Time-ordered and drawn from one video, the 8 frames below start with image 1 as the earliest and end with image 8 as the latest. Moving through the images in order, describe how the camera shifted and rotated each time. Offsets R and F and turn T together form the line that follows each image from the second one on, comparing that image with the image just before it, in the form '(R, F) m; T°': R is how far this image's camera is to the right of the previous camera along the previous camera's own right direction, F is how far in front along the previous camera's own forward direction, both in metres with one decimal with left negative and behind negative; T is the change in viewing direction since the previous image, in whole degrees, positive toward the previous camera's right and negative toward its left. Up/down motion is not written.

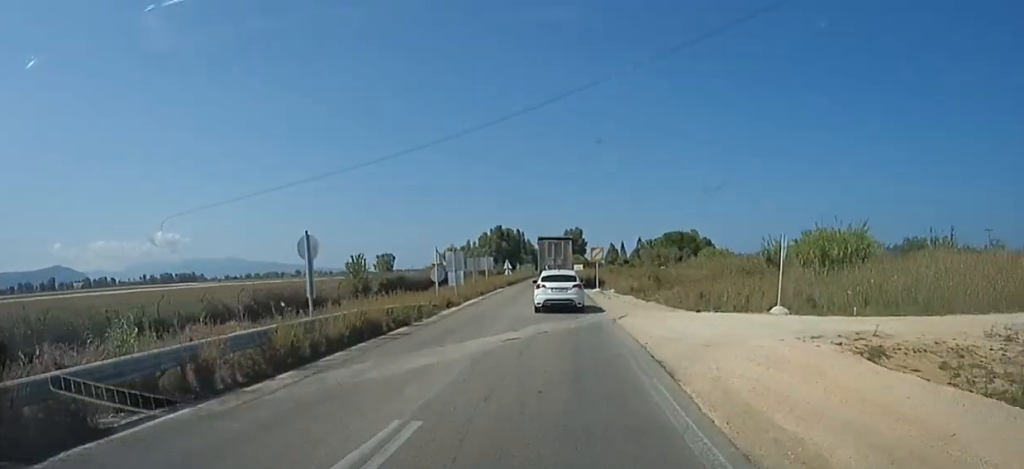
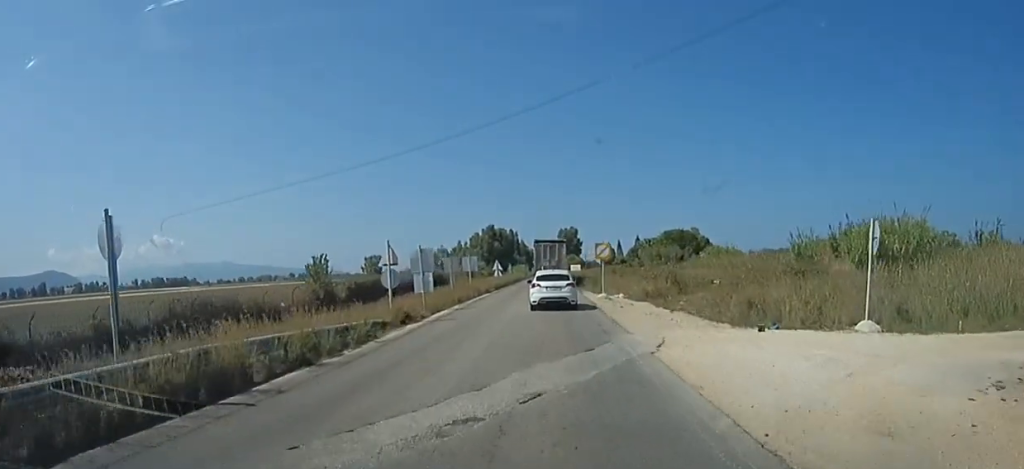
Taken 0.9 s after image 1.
(+0.5, +6.5) m; +4°
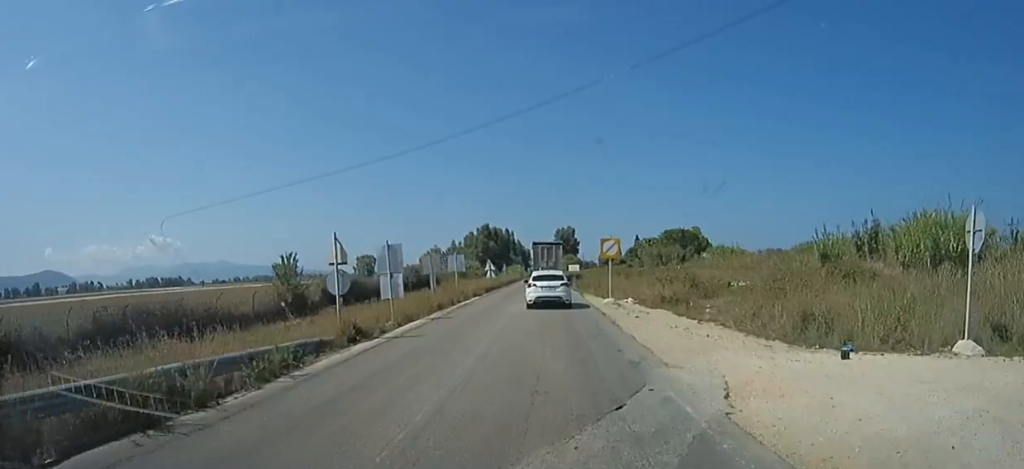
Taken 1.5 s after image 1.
(0.0, +4.3) m; 0°
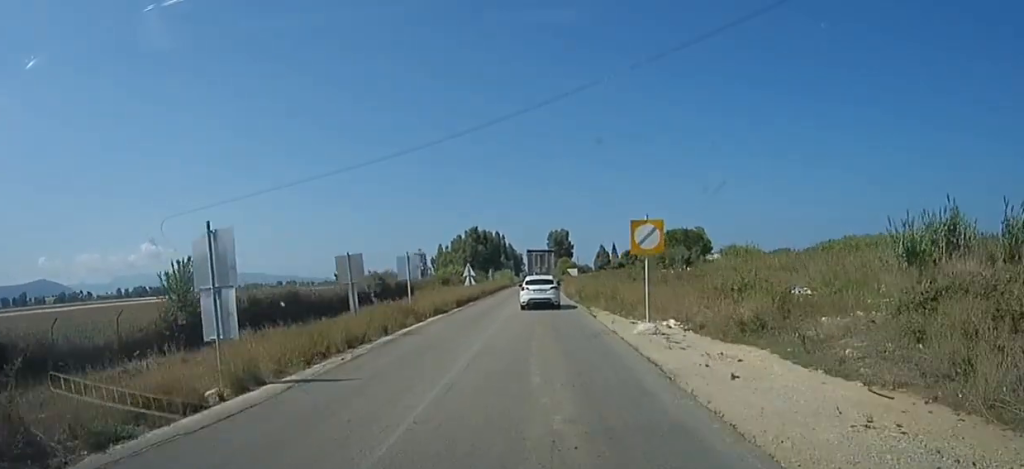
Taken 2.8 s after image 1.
(0.0, +9.6) m; 0°
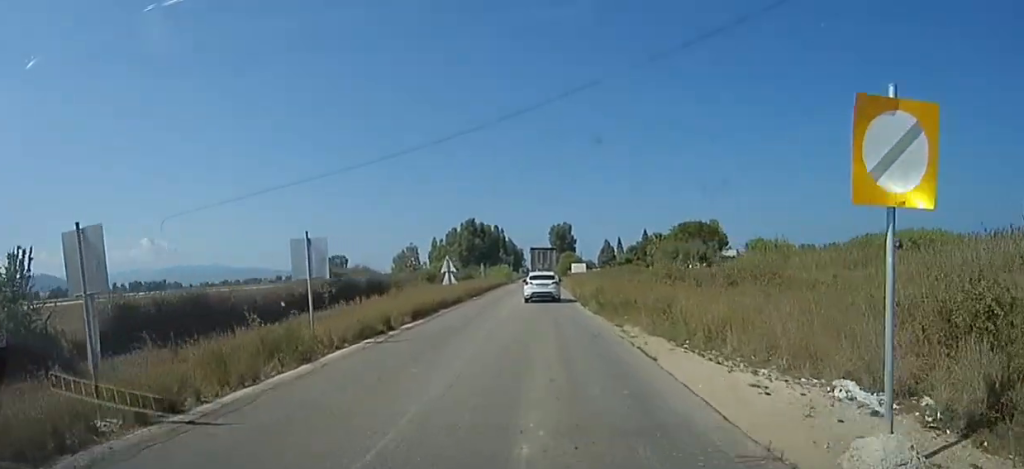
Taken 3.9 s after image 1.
(0.0, +9.4) m; 0°
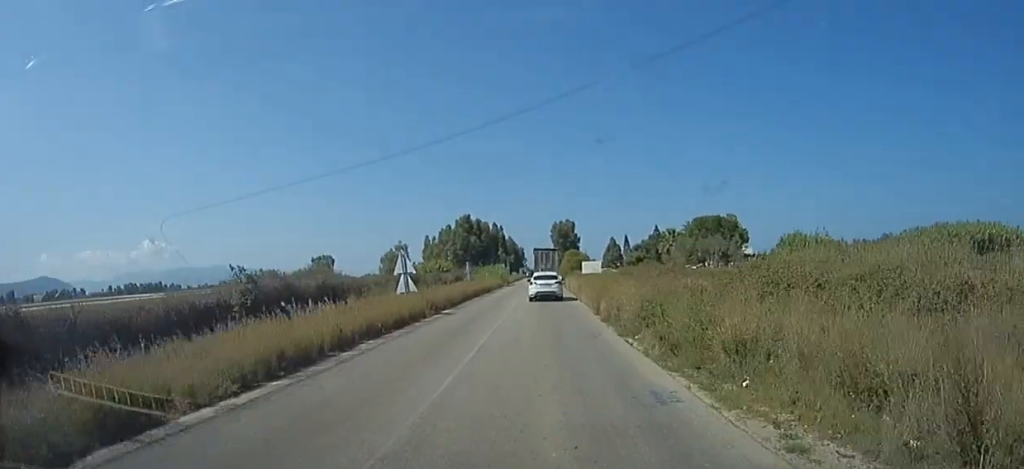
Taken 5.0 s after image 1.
(0.0, +10.0) m; 0°
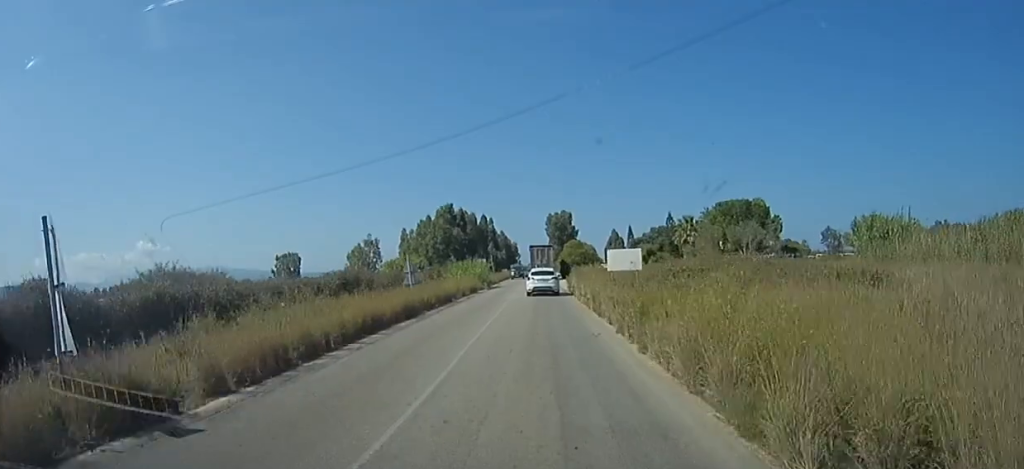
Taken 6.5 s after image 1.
(+0.3, +16.1) m; -2°
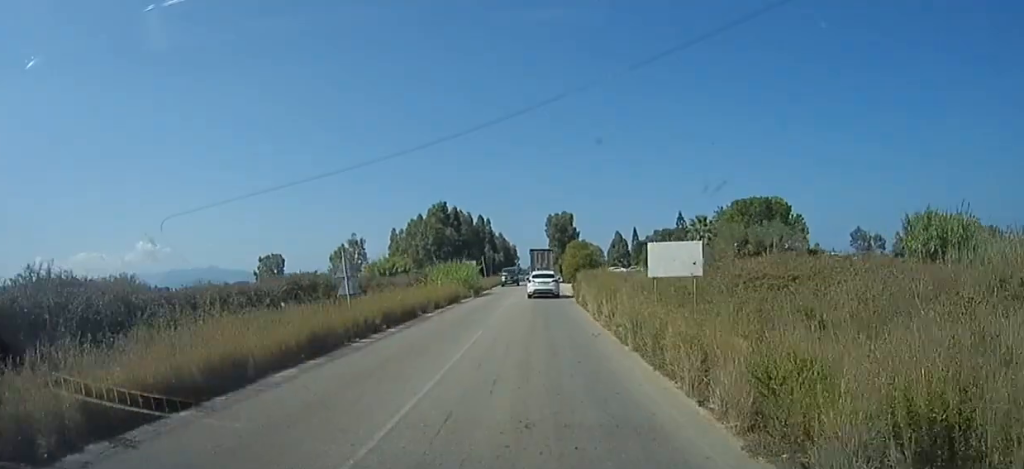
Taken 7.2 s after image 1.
(-0.1, +7.7) m; -3°
